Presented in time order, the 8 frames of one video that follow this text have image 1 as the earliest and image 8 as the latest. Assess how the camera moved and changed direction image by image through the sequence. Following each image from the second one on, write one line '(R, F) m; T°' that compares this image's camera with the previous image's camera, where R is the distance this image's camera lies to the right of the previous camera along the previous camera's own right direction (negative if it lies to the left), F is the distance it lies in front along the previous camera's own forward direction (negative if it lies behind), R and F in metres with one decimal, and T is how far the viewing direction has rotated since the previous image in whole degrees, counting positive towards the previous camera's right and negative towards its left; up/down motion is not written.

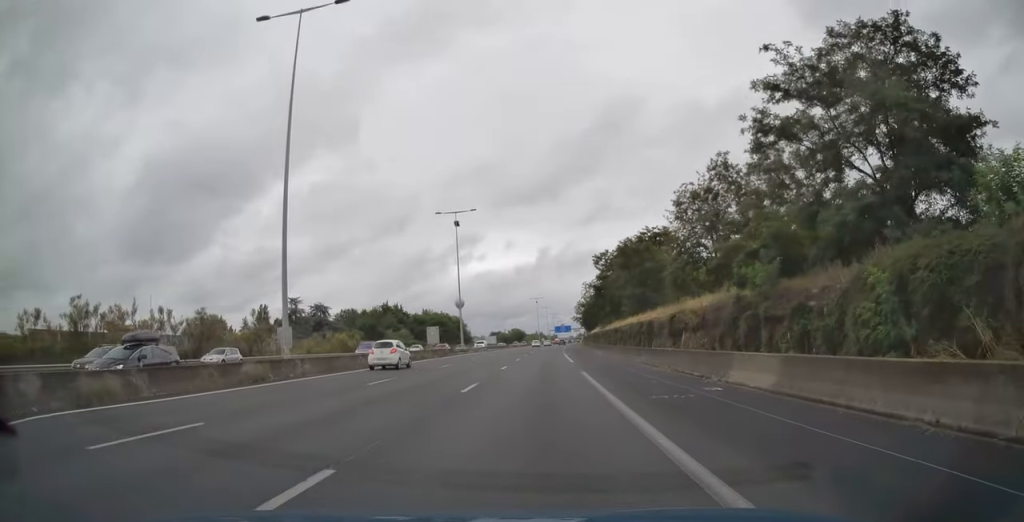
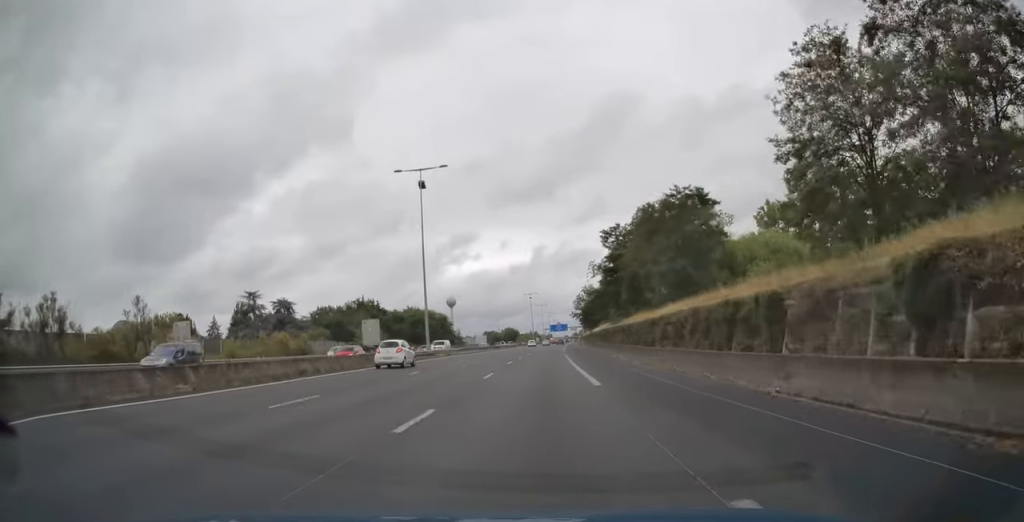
(0.0, +20.4) m; 0°
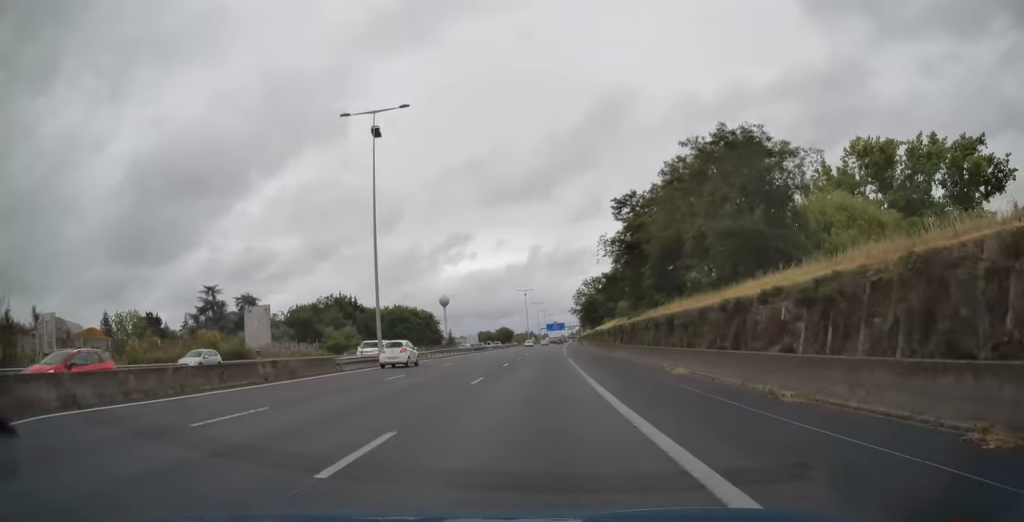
(-0.1, +16.1) m; 0°
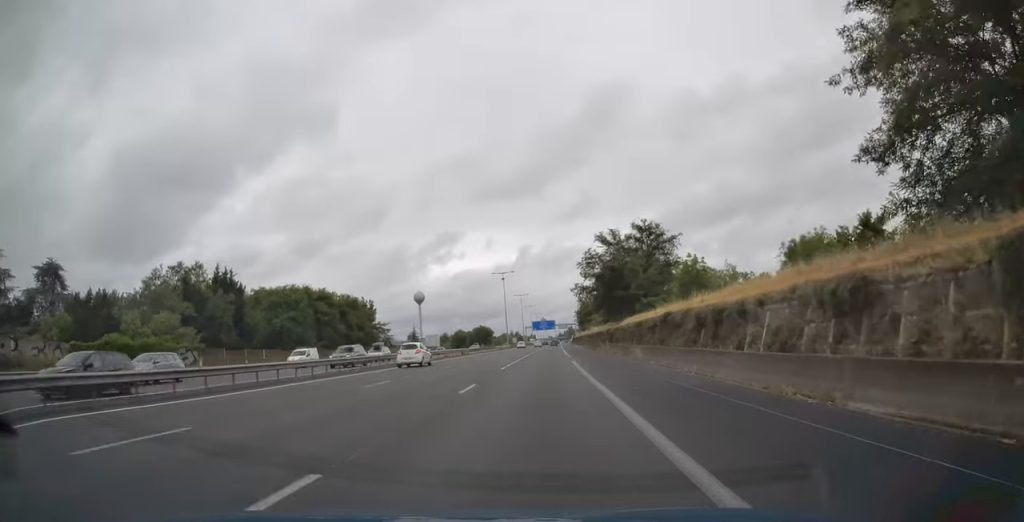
(+1.0, +55.5) m; +2°
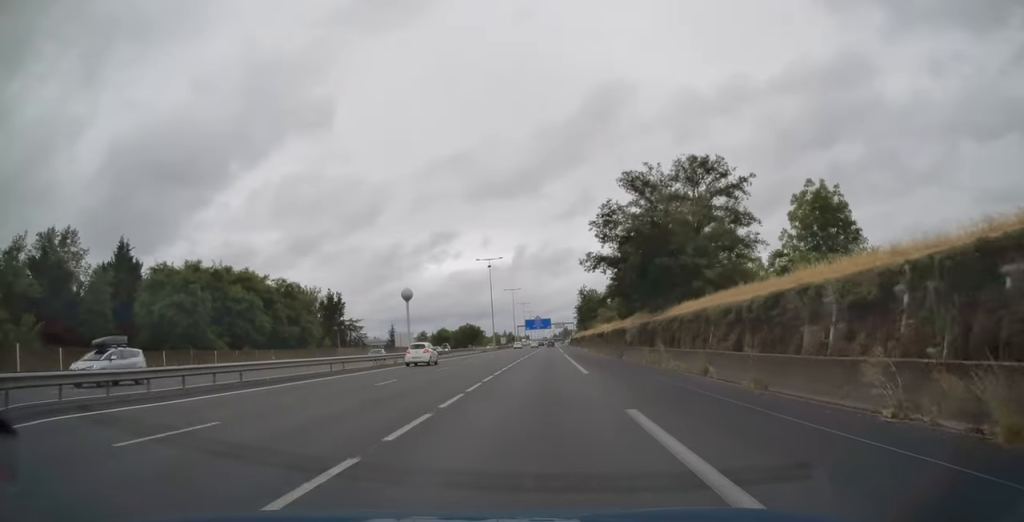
(+0.2, +25.4) m; +1°
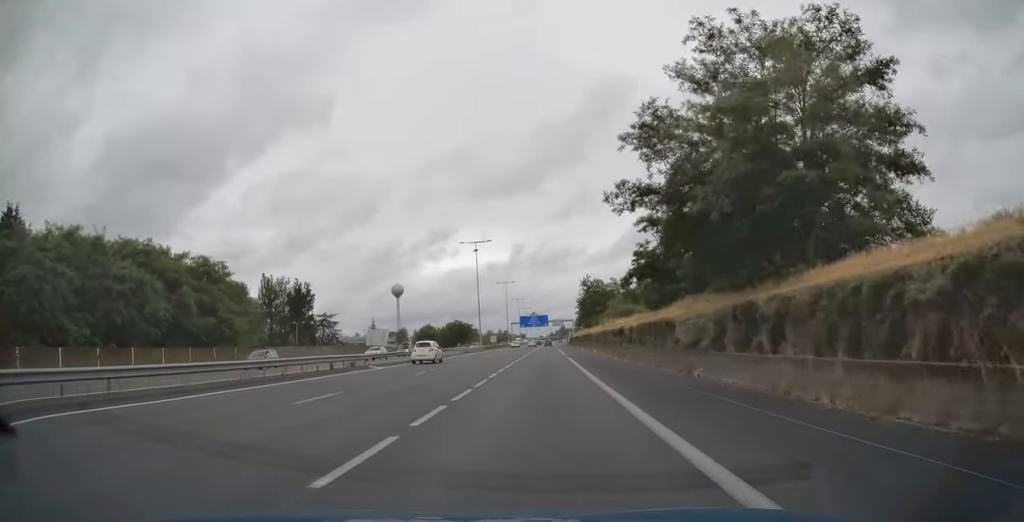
(+0.2, +20.0) m; 0°
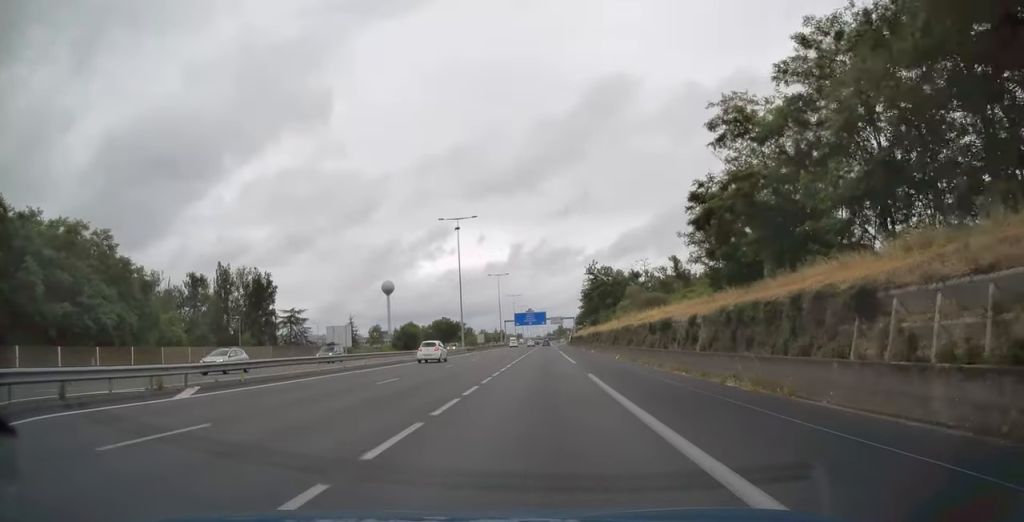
(0.0, +20.0) m; 0°
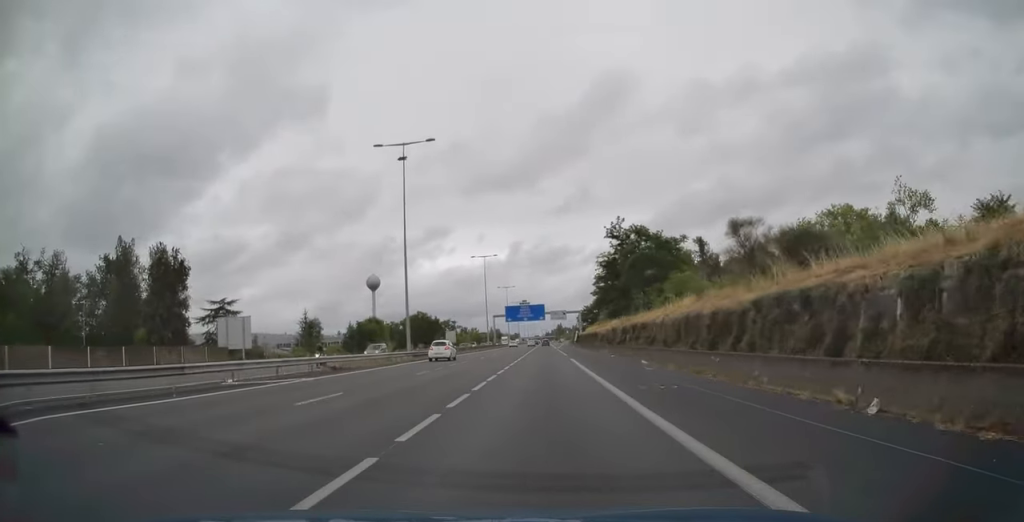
(+0.1, +33.0) m; 0°
